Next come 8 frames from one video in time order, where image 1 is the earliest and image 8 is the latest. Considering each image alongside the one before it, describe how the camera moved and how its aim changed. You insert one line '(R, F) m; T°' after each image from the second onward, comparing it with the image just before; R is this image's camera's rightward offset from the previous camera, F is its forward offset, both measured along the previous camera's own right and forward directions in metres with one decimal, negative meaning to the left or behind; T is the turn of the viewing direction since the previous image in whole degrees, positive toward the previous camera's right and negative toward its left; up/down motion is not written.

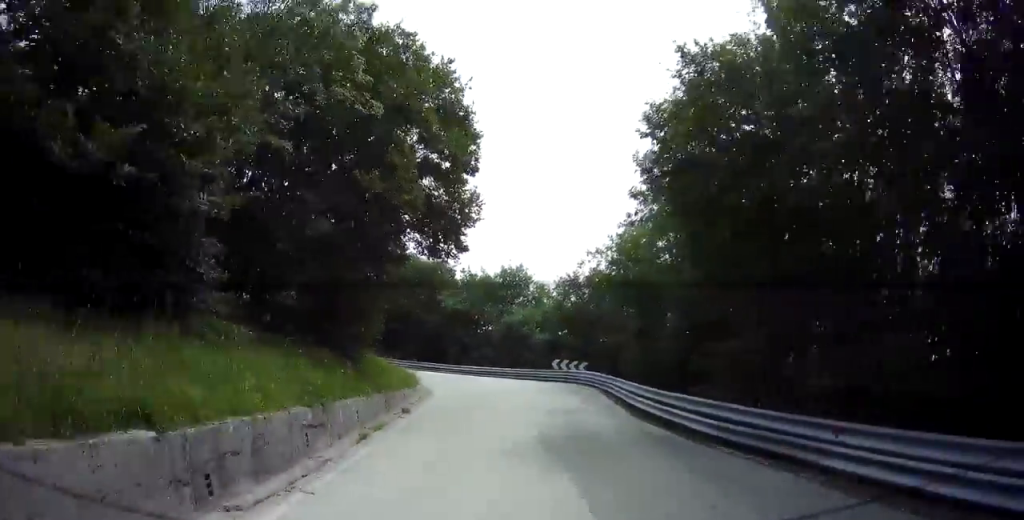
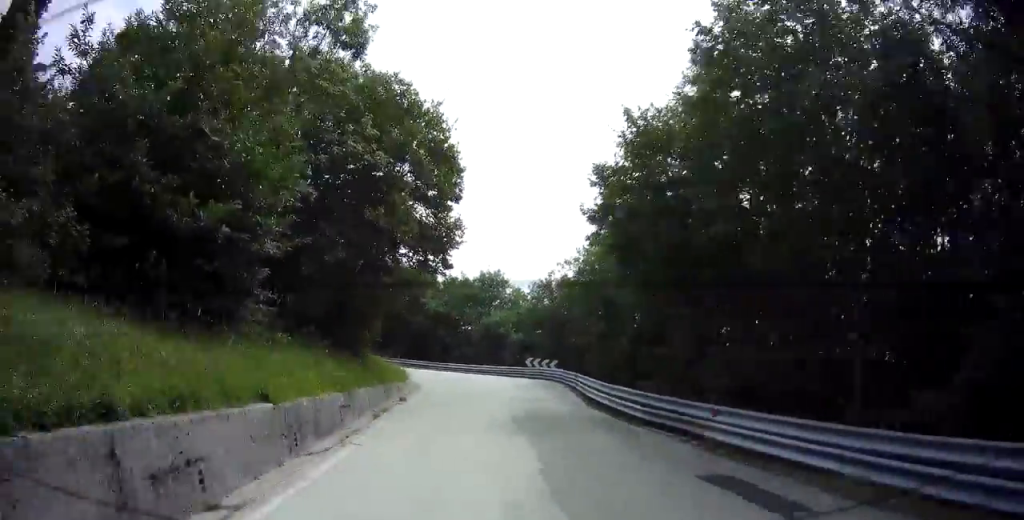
(0.0, +3.1) m; -2°
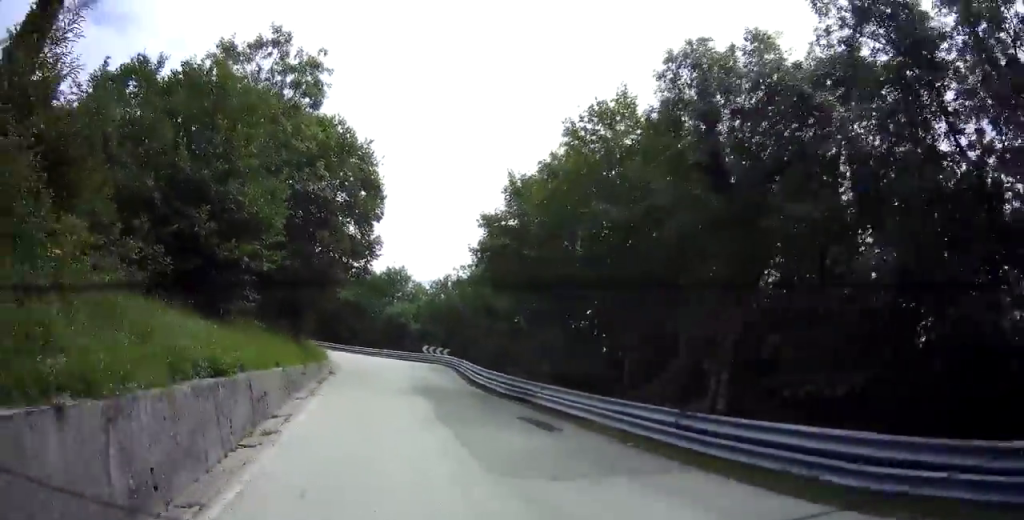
(-0.2, +5.0) m; +19°
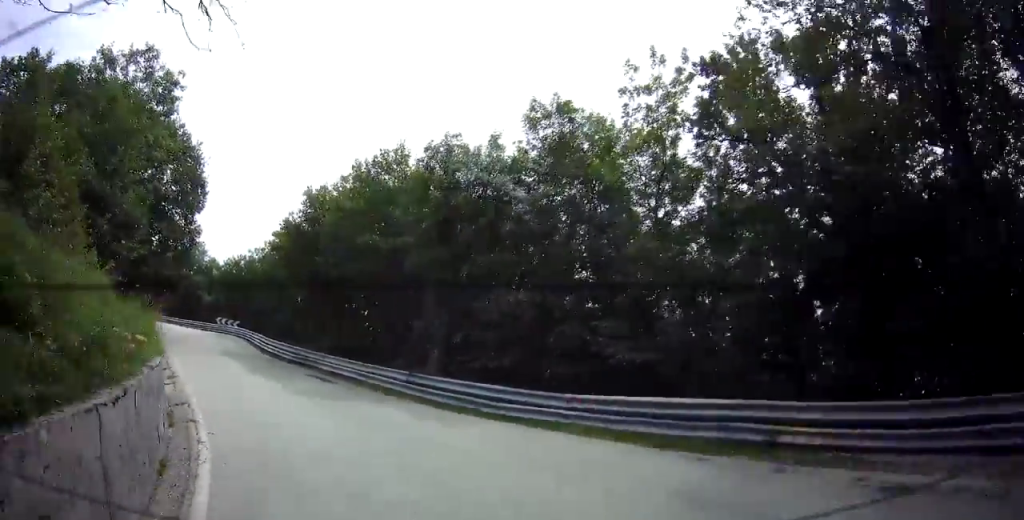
(+1.7, +4.7) m; +31°
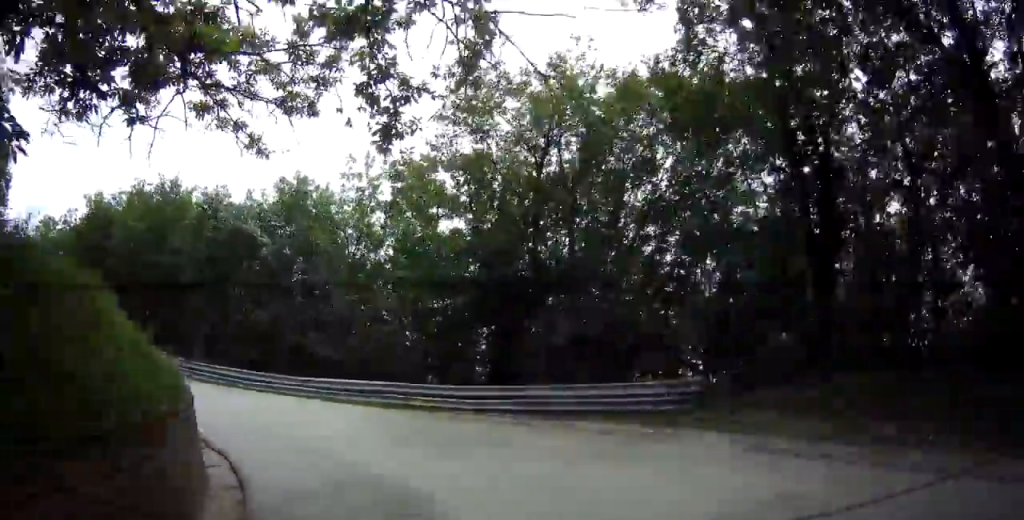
(+1.7, +6.9) m; +12°
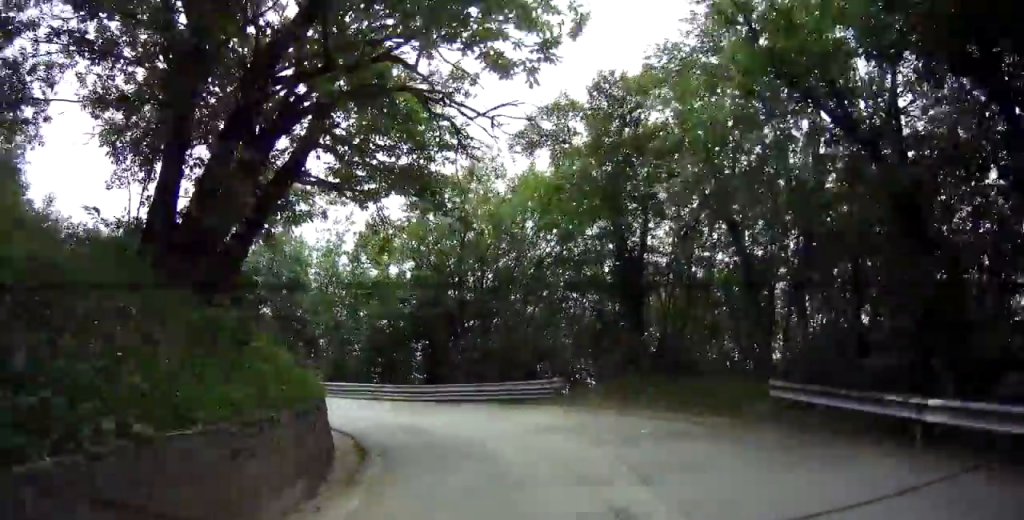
(-0.3, +6.9) m; -6°
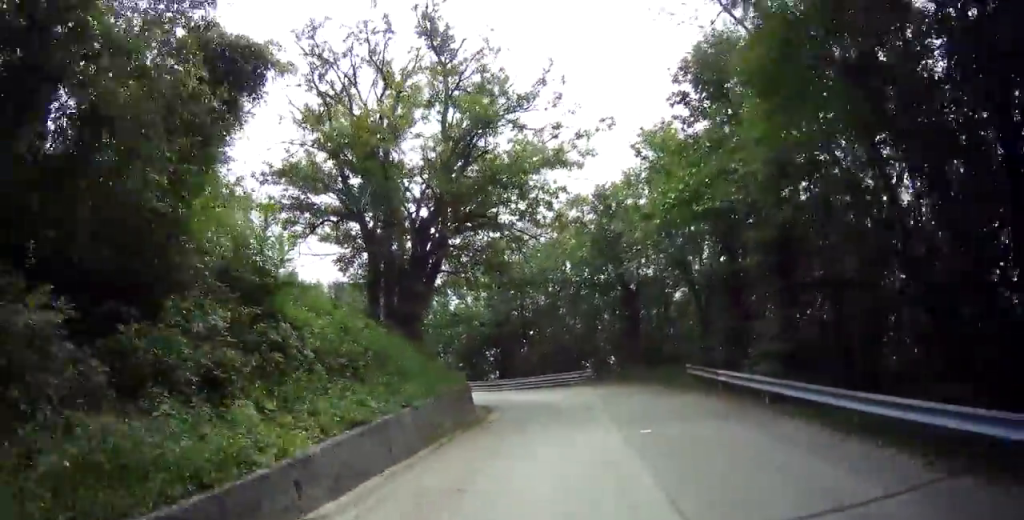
(-0.8, +9.4) m; -12°
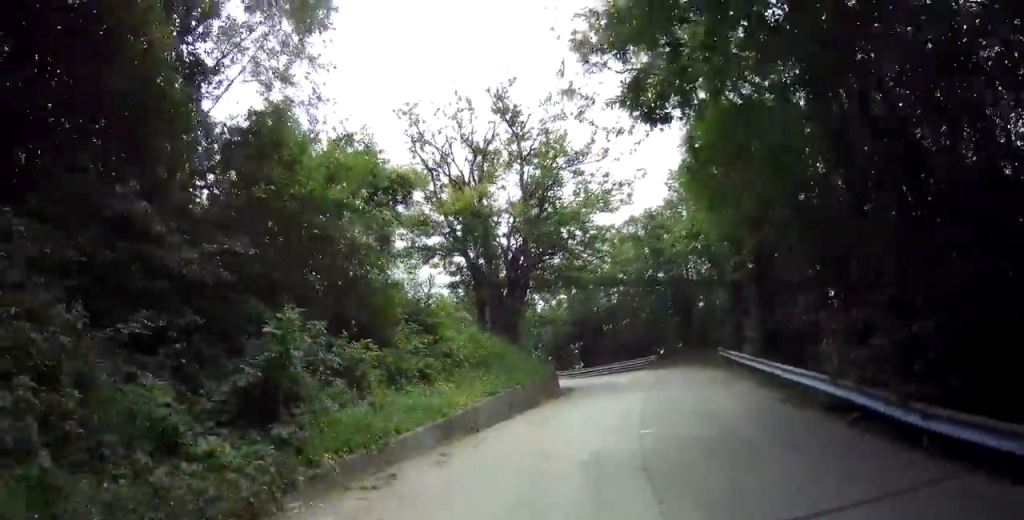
(-0.7, +7.1) m; -8°
